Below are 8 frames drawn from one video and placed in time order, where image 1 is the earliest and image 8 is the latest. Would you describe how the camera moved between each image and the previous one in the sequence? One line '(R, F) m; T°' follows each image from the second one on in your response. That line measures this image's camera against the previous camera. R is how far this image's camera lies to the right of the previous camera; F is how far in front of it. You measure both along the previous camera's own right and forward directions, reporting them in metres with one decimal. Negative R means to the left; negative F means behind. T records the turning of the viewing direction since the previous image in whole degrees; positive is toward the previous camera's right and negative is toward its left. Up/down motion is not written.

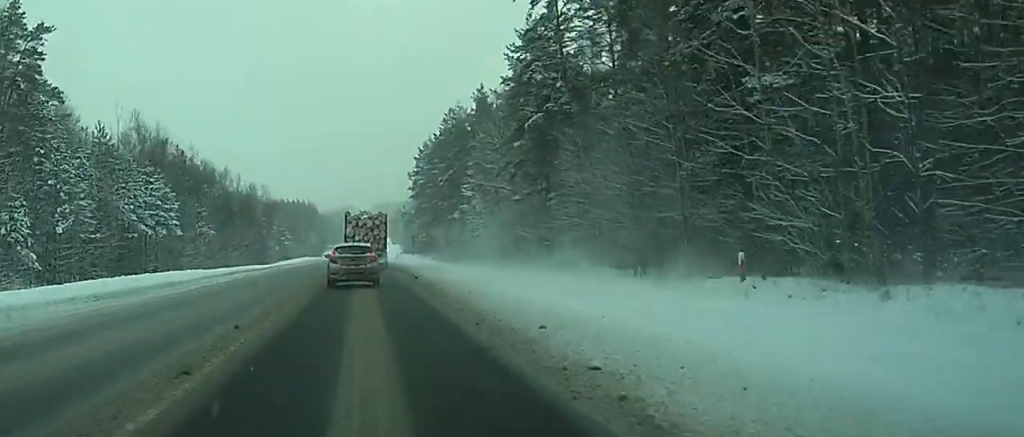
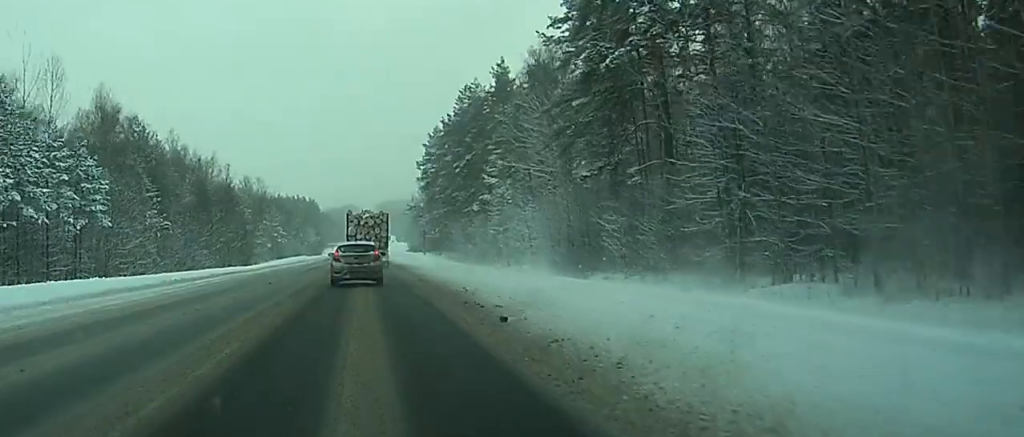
(+2.4, +23.1) m; +6°
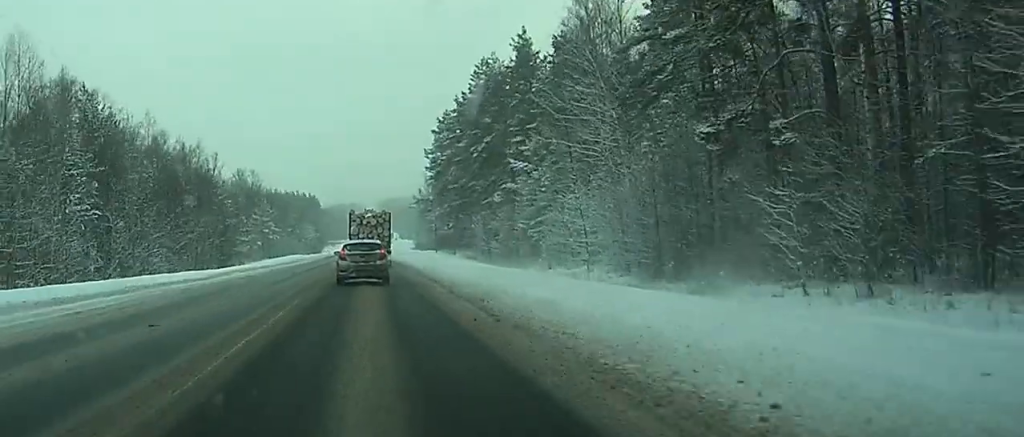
(0.0, +17.7) m; 0°
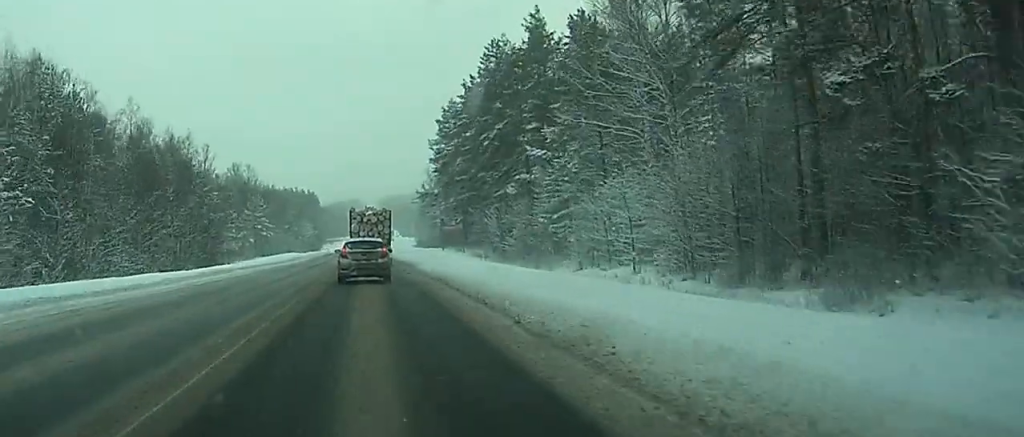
(0.0, +9.1) m; 0°
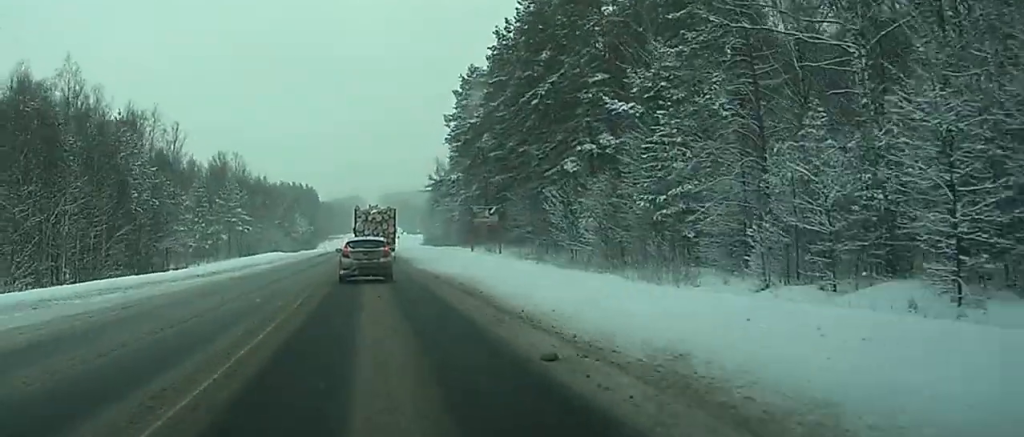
(0.0, +24.0) m; 0°
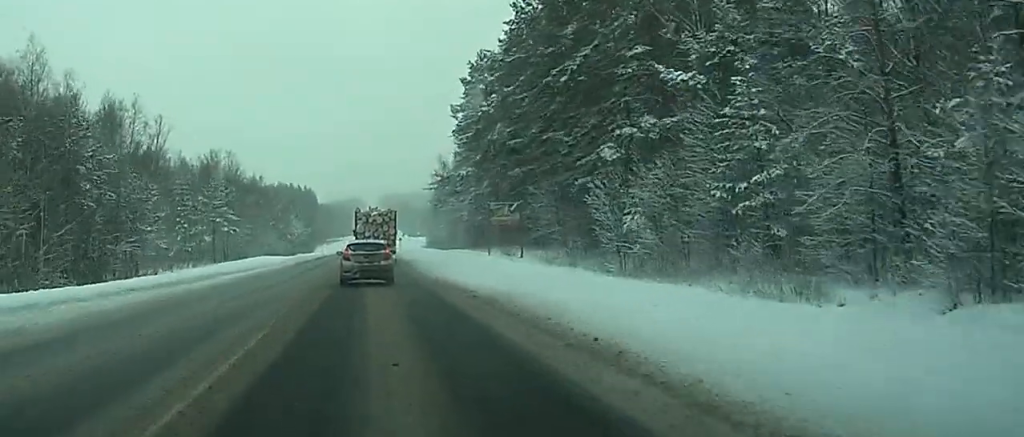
(0.0, +10.3) m; 0°
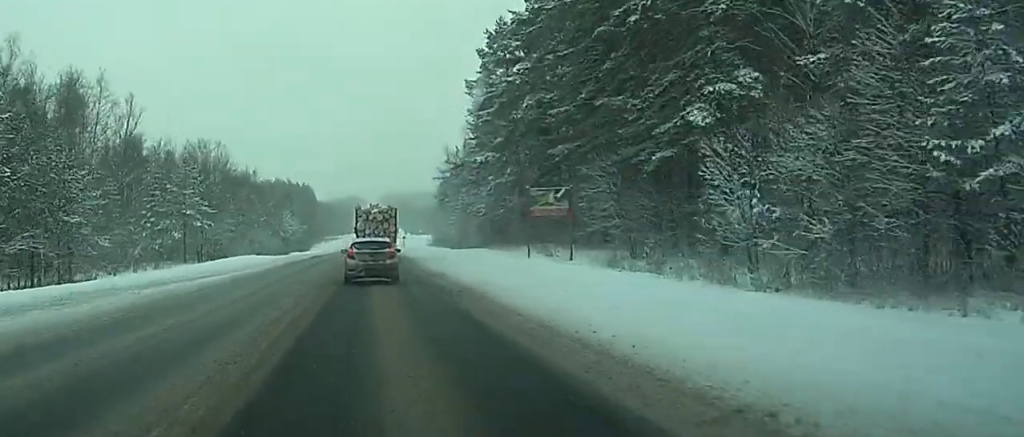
(0.0, +16.9) m; 0°
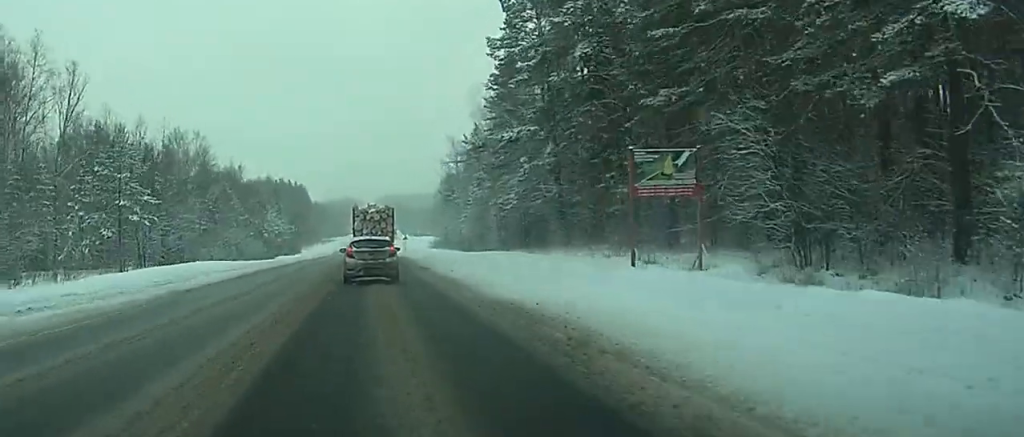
(0.0, +23.8) m; 0°
